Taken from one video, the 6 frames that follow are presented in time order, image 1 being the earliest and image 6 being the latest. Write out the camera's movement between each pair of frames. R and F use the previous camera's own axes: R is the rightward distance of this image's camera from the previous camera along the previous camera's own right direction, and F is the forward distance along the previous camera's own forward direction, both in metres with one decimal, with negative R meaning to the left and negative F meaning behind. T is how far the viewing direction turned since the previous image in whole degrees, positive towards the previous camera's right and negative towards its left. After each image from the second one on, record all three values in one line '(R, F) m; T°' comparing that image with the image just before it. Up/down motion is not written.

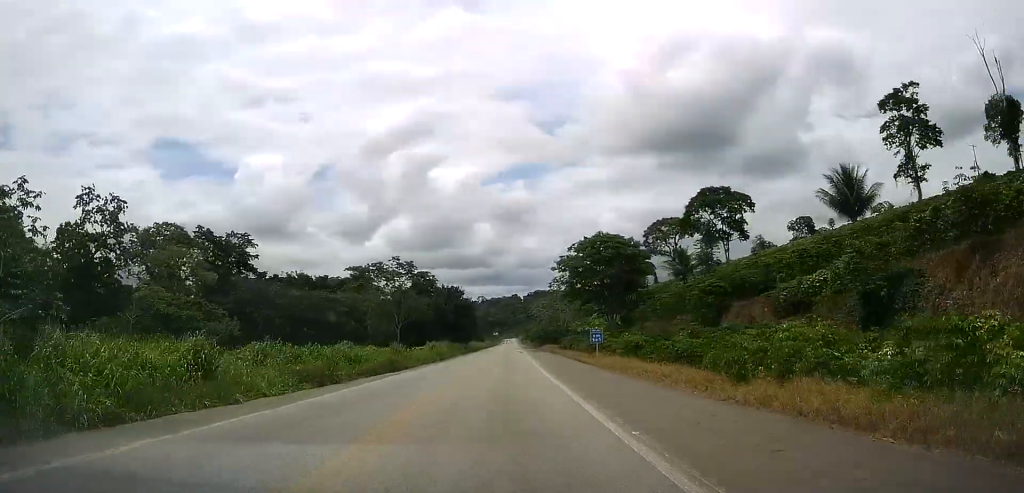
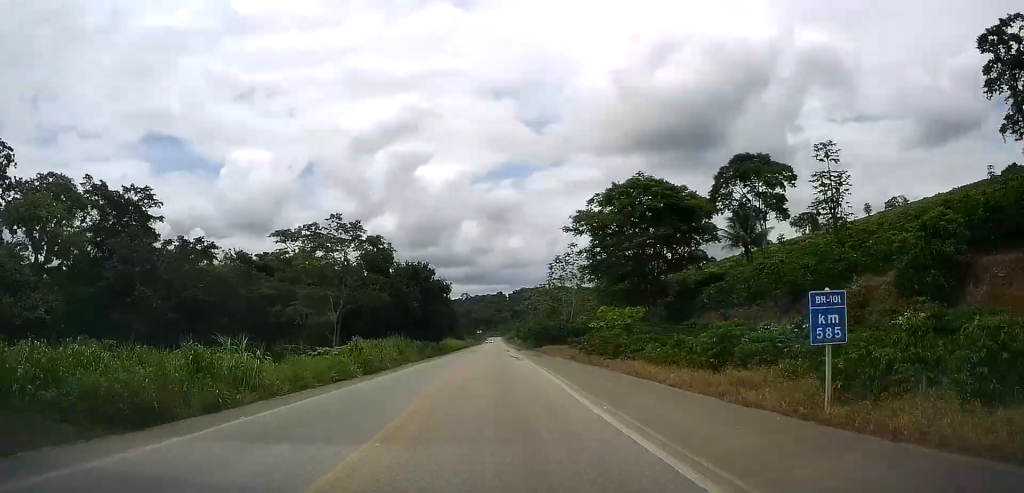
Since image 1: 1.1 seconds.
(+0.6, +29.0) m; +2°
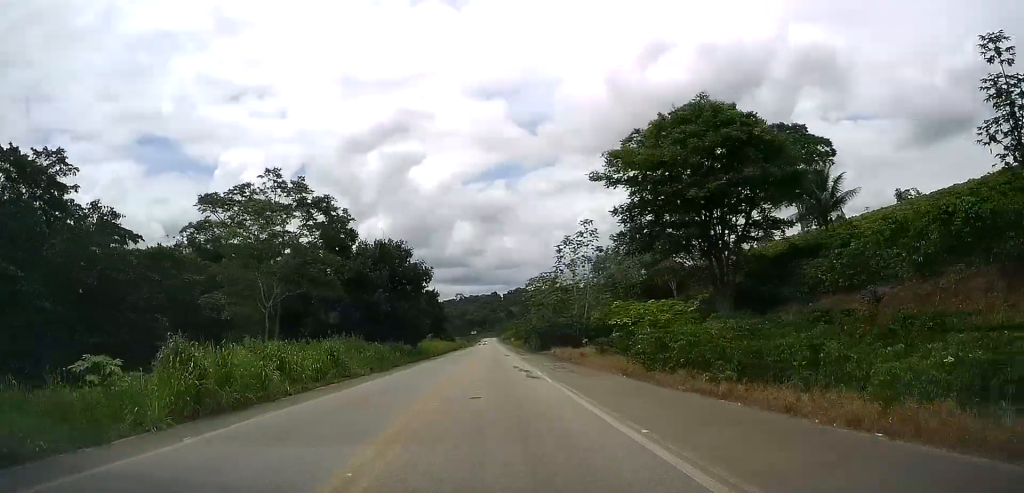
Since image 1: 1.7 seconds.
(+0.4, +18.0) m; +1°
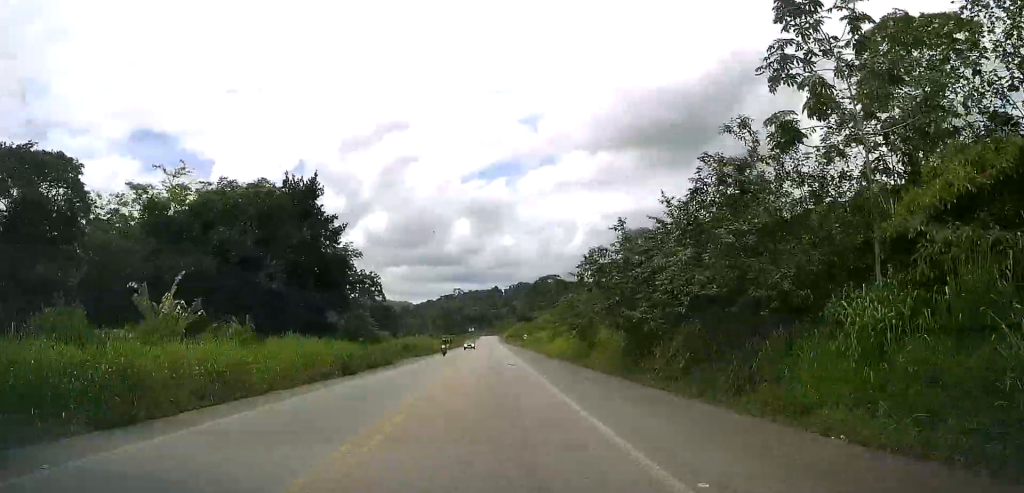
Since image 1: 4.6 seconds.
(+1.1, +82.3) m; 0°
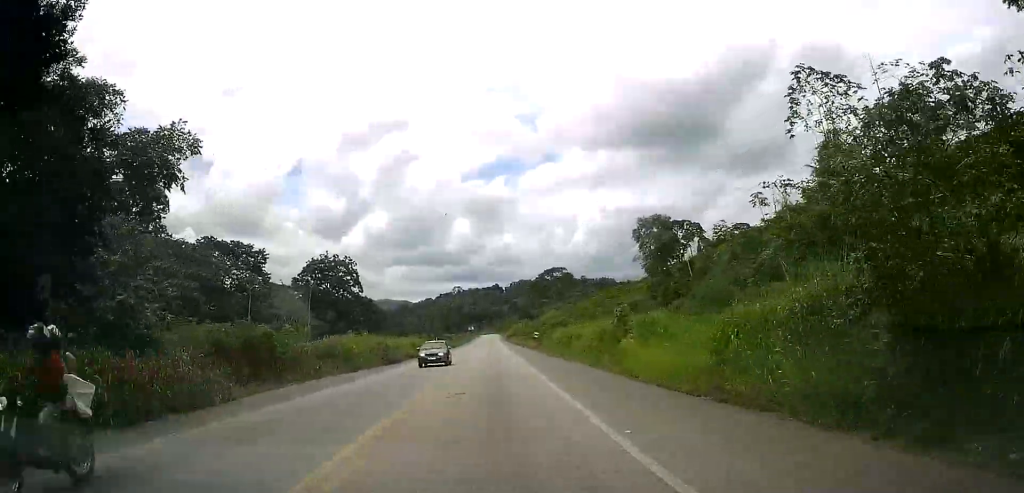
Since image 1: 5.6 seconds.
(+0.2, +28.5) m; 0°
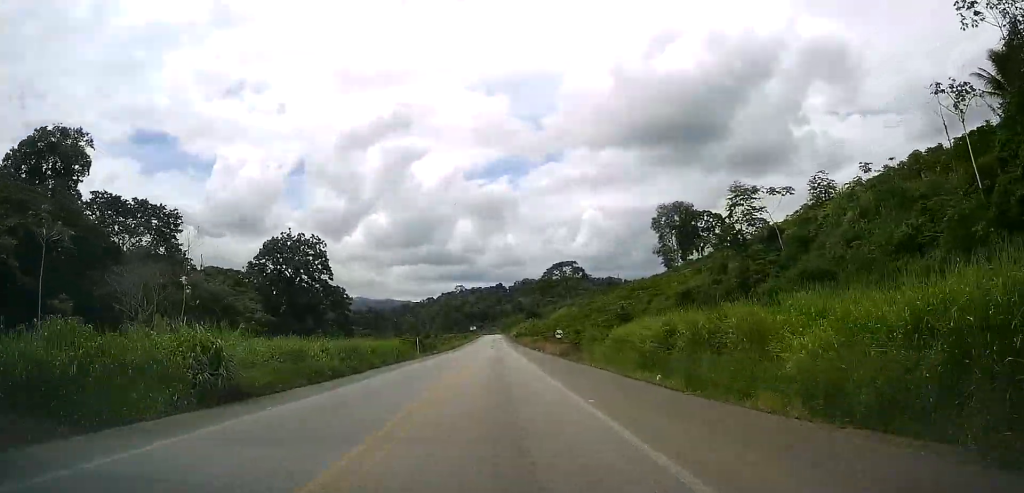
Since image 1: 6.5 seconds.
(0.0, +27.2) m; 0°
